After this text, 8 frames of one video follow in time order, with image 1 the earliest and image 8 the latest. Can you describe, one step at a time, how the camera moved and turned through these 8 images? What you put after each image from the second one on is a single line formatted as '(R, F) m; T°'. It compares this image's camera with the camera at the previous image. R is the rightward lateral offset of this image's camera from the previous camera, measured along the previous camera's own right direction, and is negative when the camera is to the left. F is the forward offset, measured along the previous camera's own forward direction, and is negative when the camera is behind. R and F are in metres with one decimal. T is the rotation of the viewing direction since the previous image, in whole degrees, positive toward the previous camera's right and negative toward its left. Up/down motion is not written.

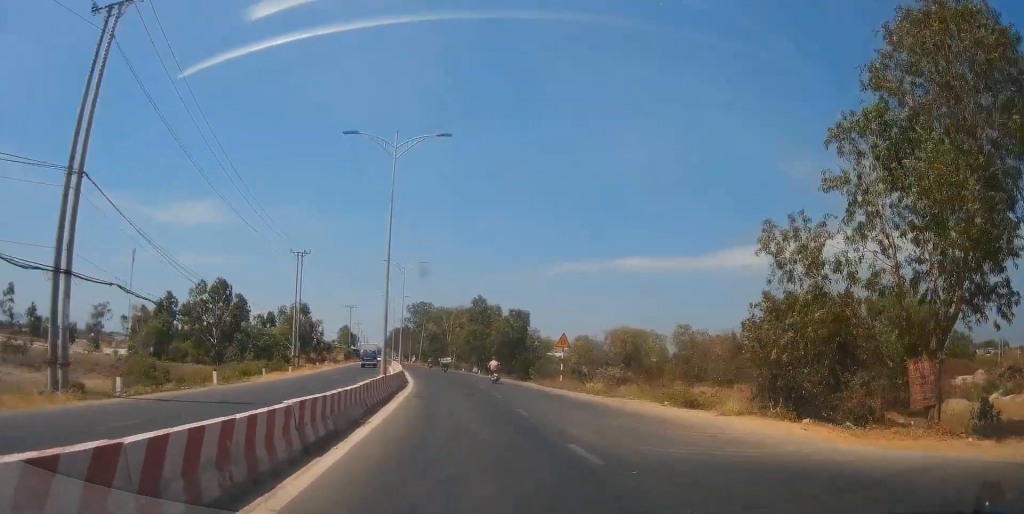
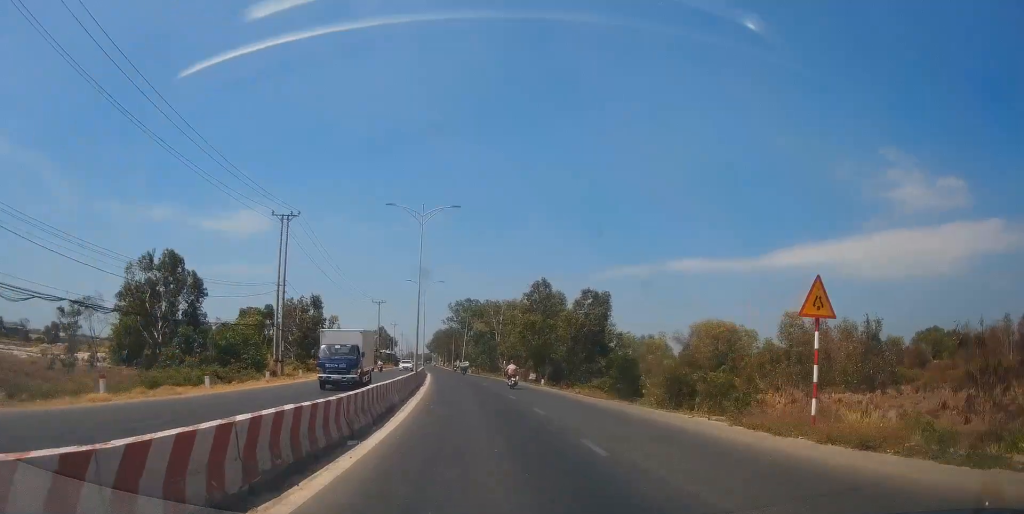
(-1.9, +23.0) m; -9°
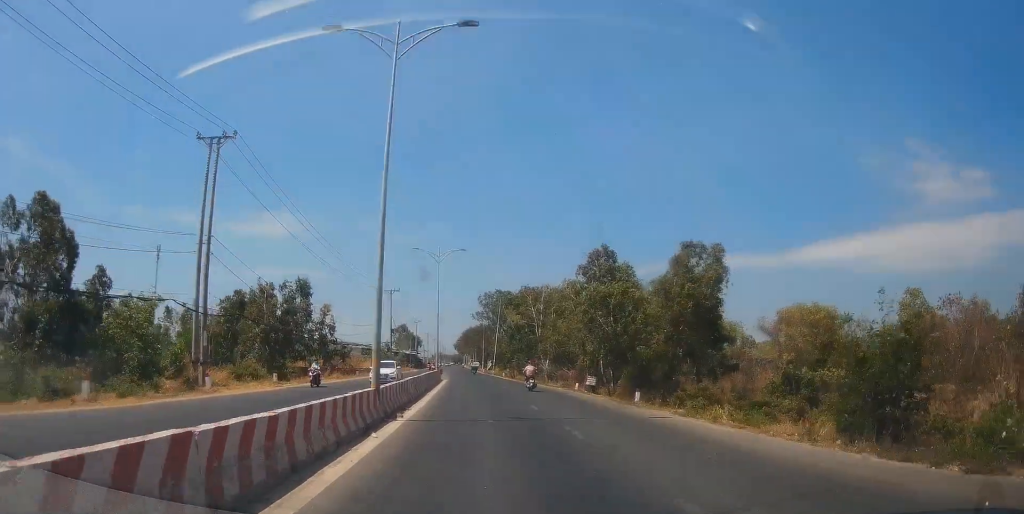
(-0.2, +20.8) m; -1°
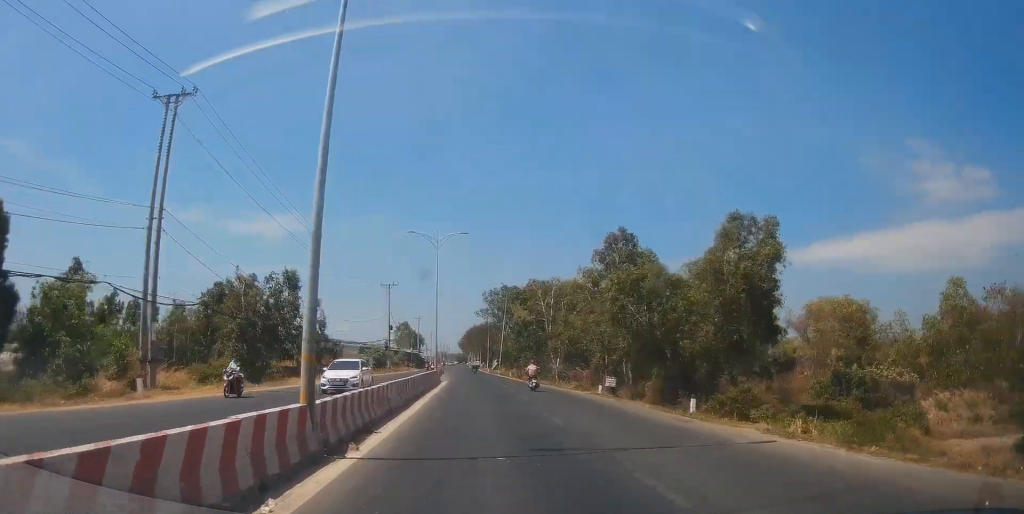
(-0.2, +6.3) m; -2°
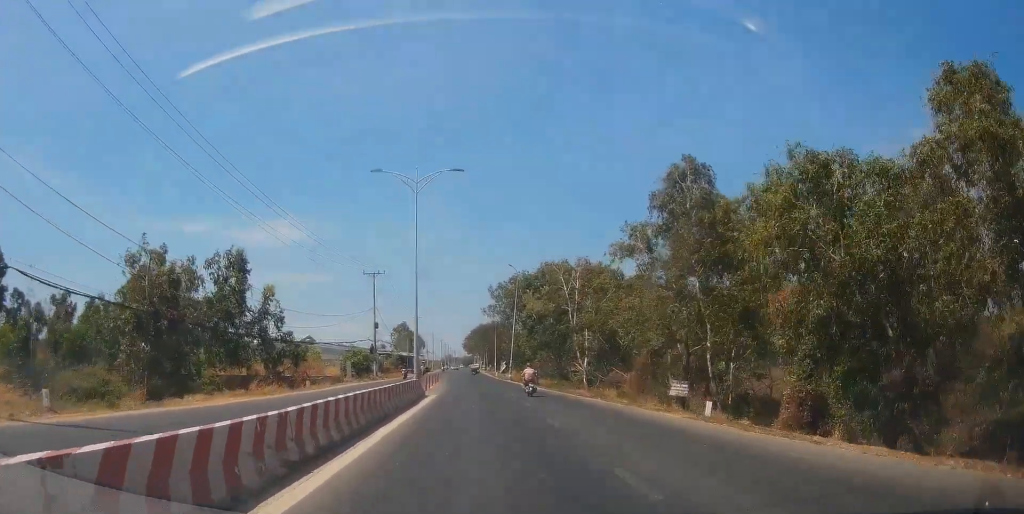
(-0.8, +15.6) m; -3°
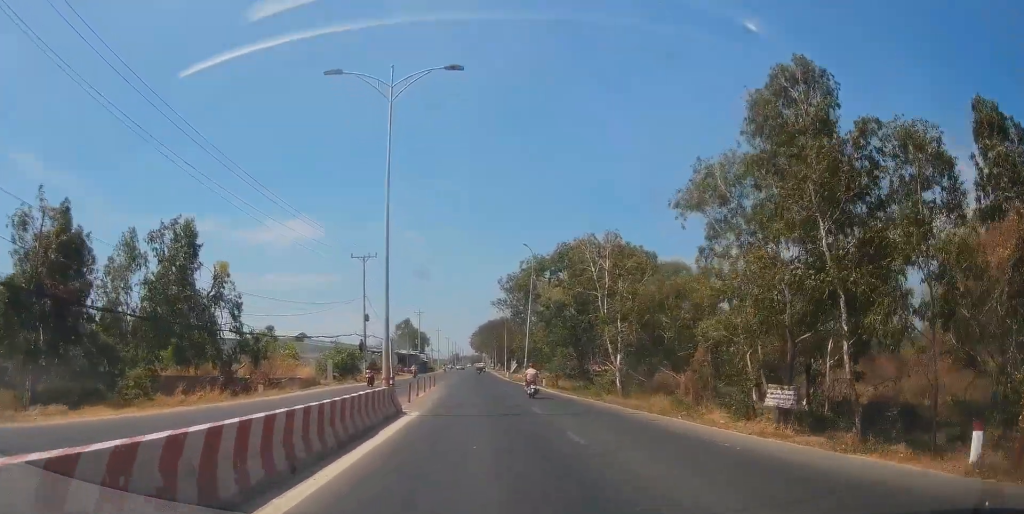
(-0.1, +10.8) m; +1°
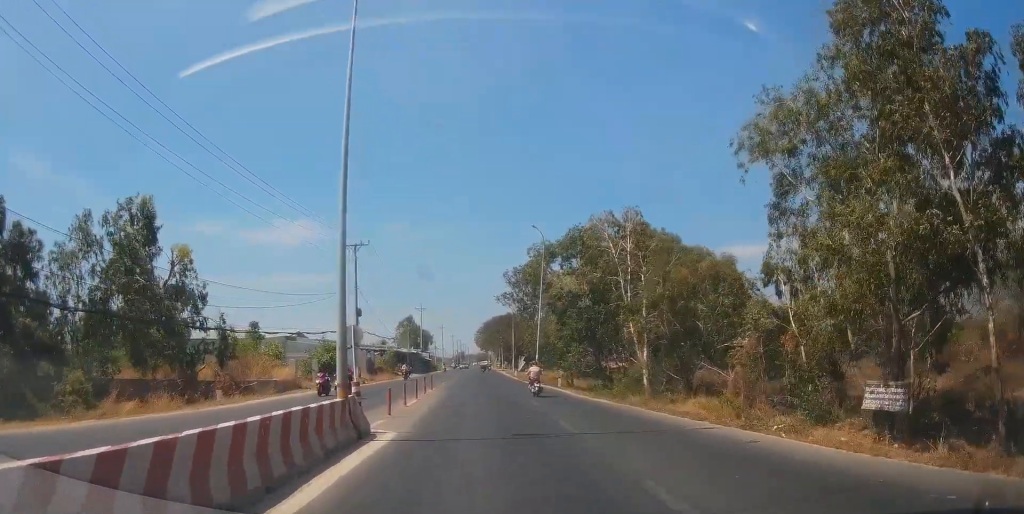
(+0.1, +6.2) m; +1°
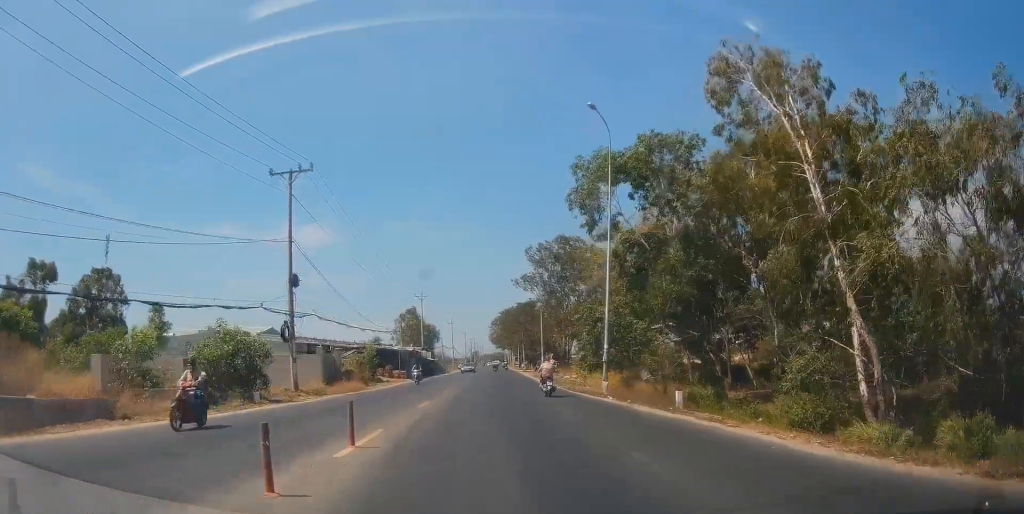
(+1.7, +21.6) m; +7°
